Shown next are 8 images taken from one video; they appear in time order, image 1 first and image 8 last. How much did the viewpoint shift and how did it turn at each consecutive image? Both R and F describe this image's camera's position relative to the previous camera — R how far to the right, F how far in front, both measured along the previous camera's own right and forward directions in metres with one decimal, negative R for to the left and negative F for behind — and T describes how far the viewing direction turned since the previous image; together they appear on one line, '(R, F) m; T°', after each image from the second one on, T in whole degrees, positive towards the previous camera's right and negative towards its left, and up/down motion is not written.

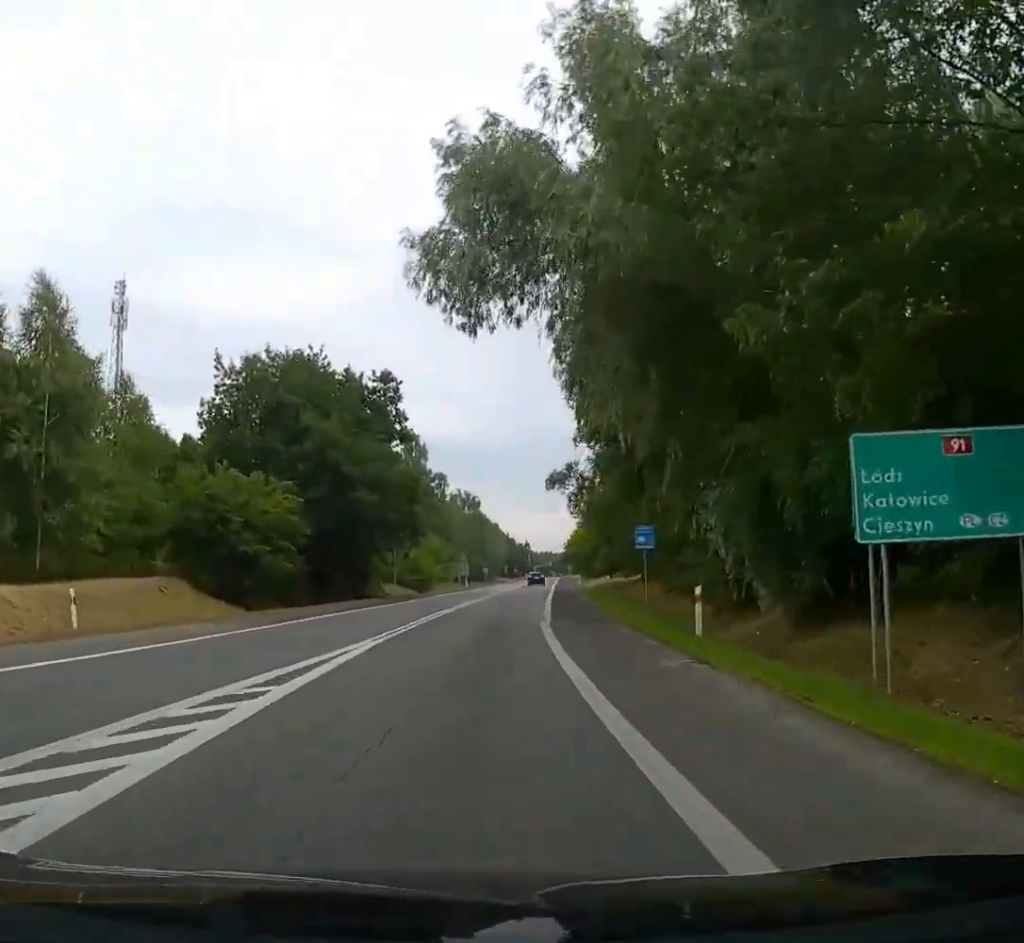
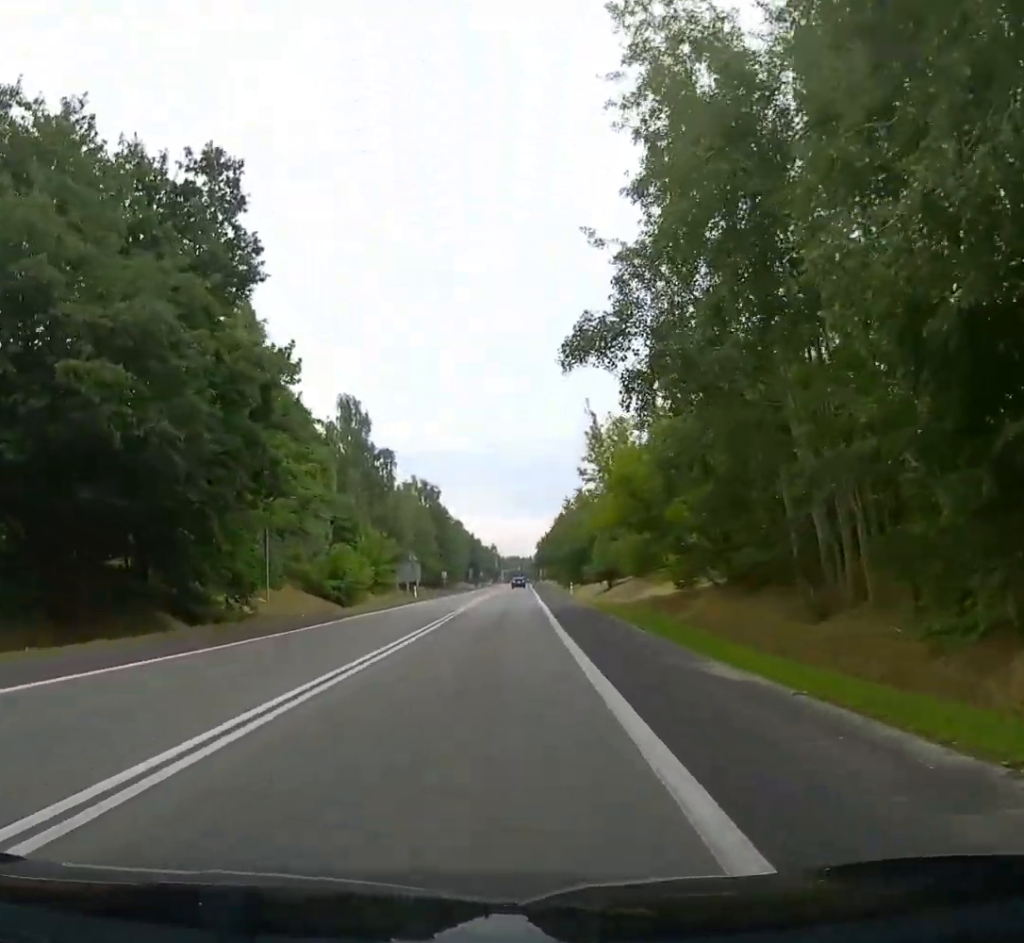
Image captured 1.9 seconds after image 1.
(+0.8, +33.1) m; +3°
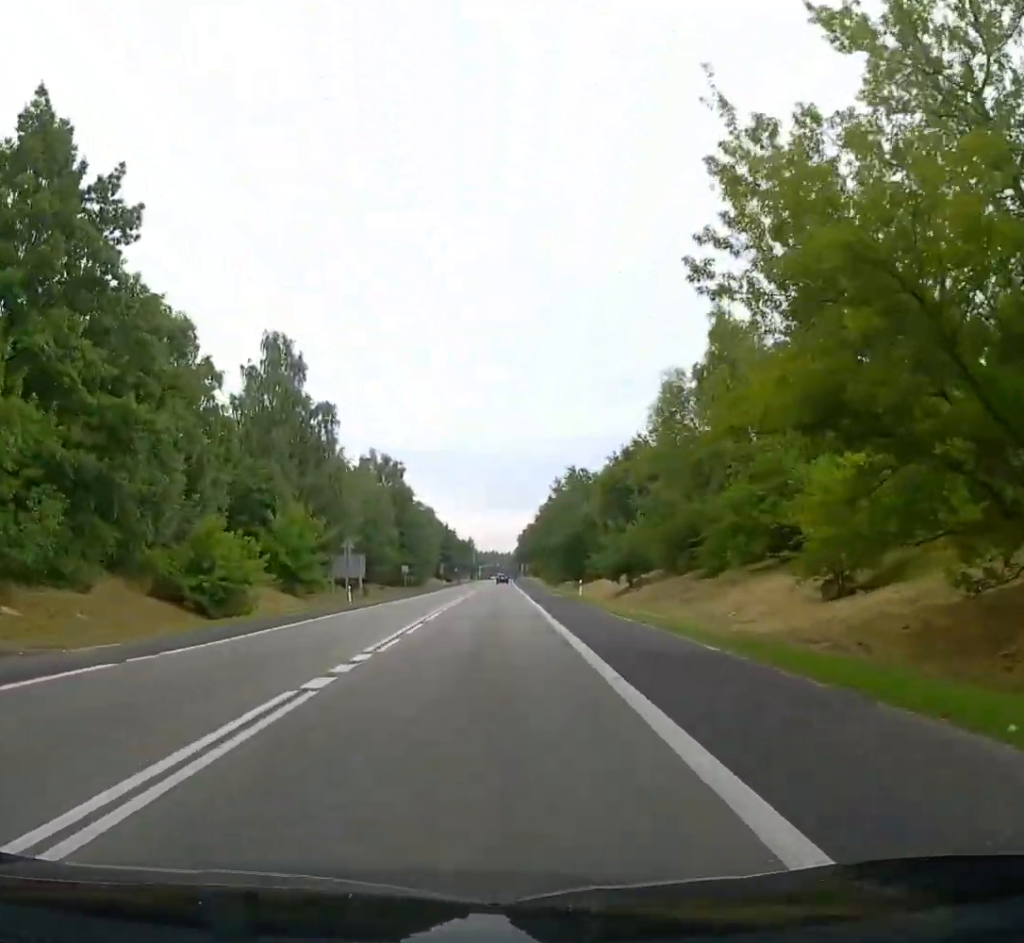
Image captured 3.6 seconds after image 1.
(0.0, +28.7) m; 0°
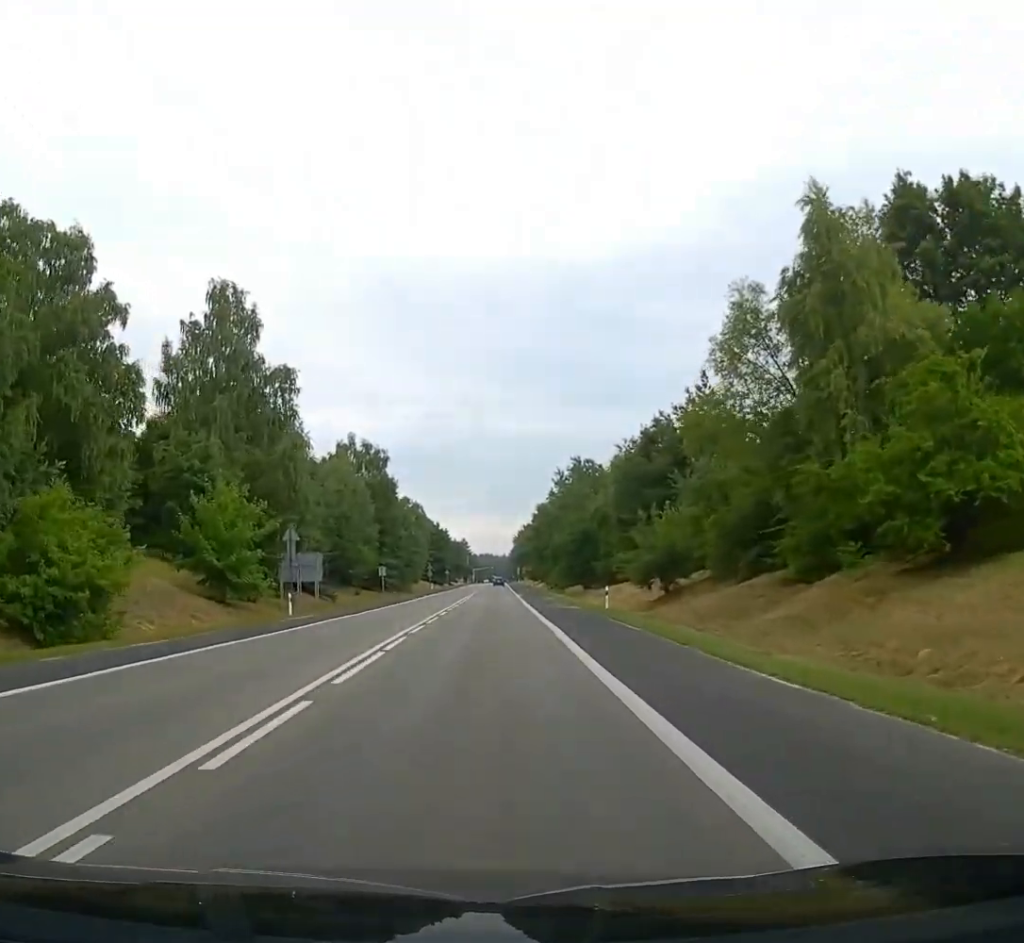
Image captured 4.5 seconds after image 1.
(0.0, +16.2) m; 0°
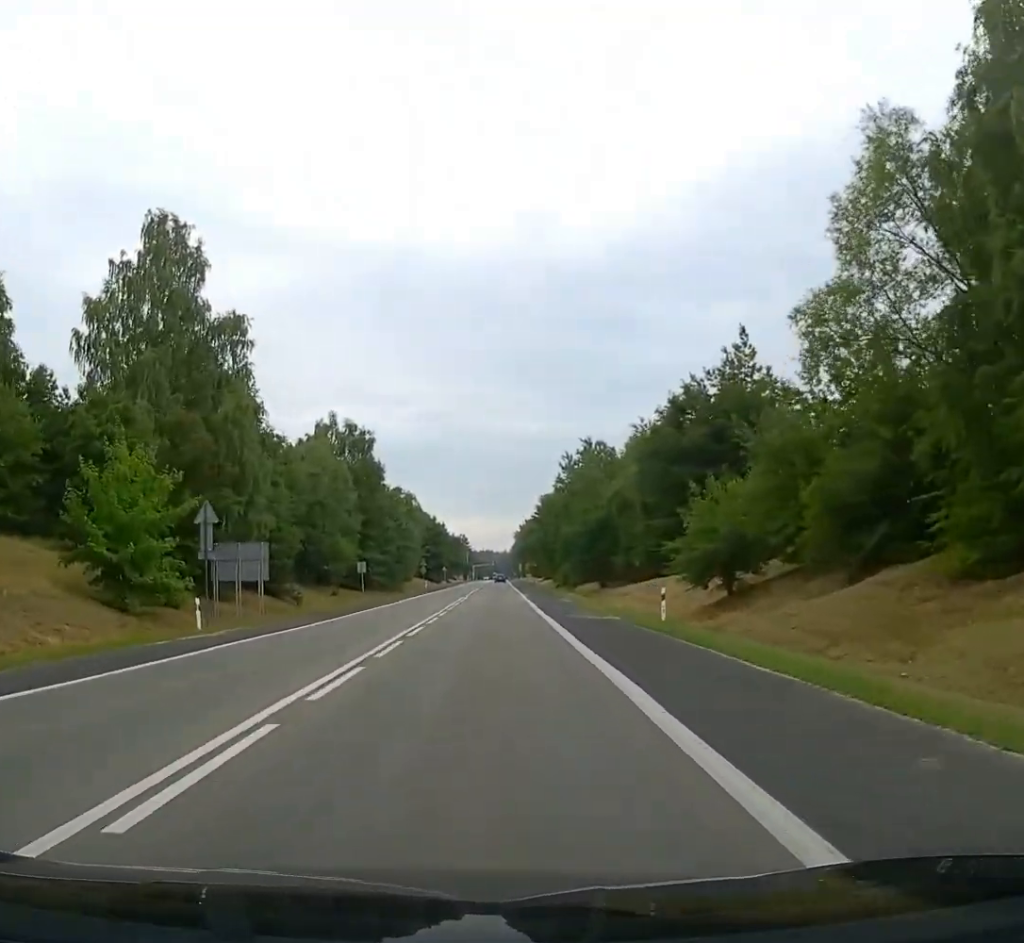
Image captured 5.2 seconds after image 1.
(+0.1, +14.2) m; 0°
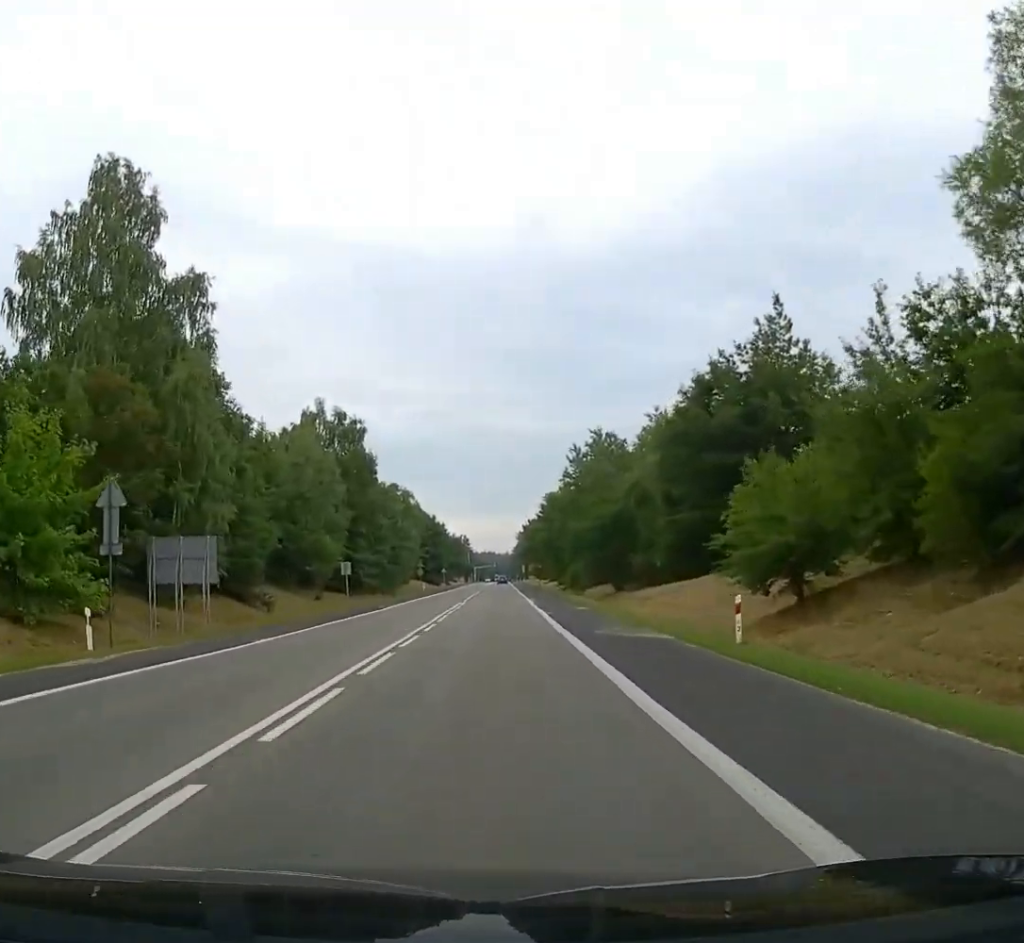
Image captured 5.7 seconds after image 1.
(0.0, +8.8) m; 0°
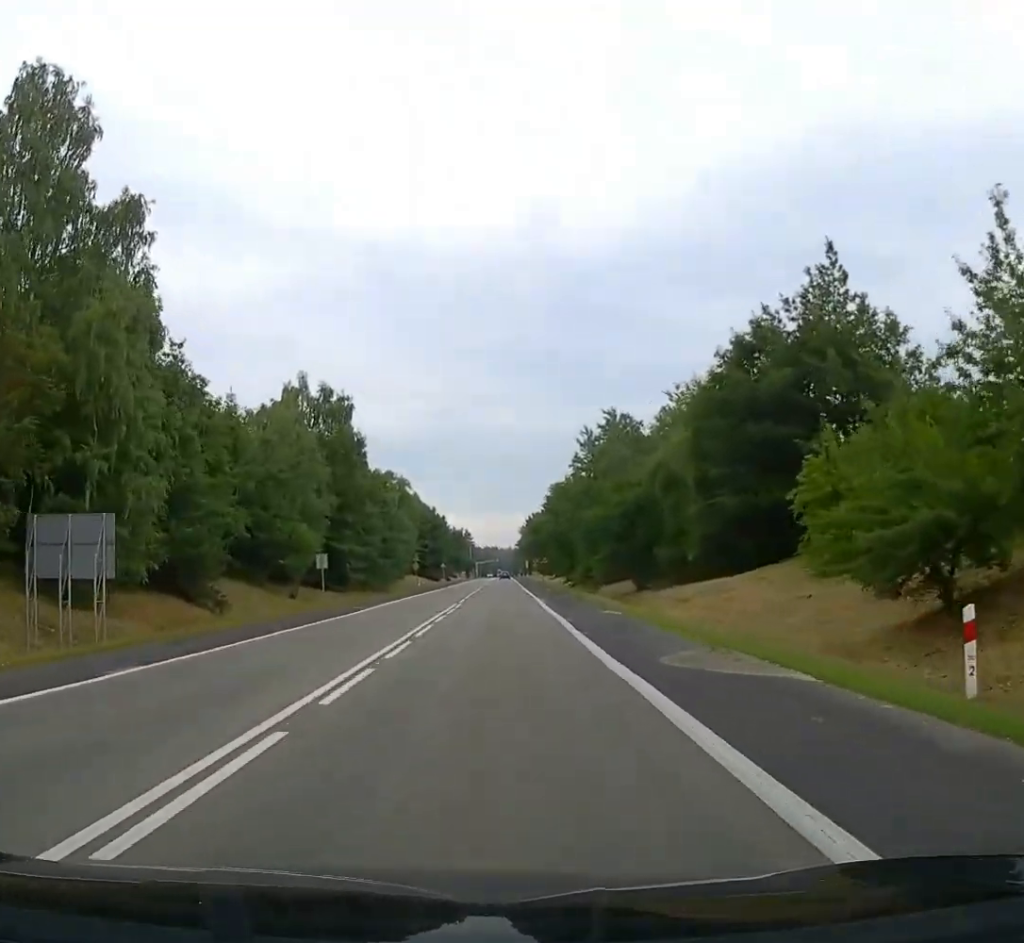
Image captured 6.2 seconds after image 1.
(0.0, +10.0) m; 0°
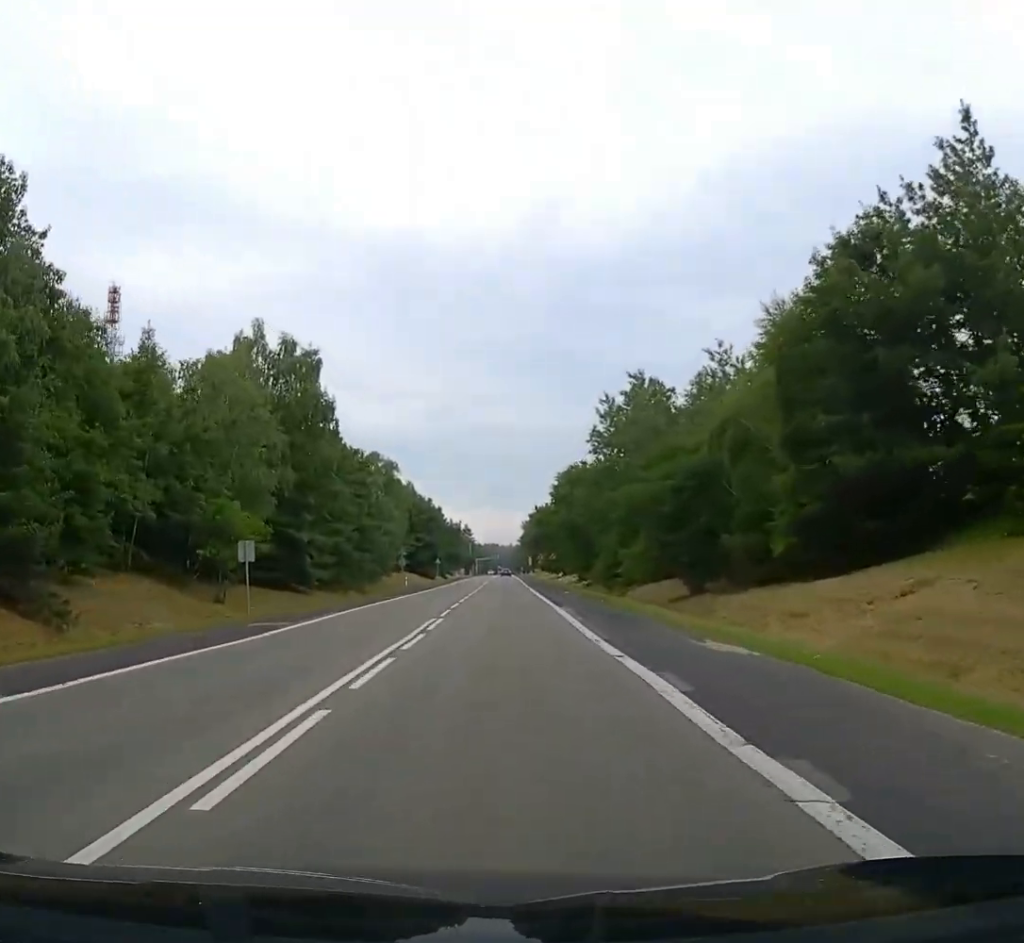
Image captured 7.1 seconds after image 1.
(-0.1, +17.1) m; 0°
